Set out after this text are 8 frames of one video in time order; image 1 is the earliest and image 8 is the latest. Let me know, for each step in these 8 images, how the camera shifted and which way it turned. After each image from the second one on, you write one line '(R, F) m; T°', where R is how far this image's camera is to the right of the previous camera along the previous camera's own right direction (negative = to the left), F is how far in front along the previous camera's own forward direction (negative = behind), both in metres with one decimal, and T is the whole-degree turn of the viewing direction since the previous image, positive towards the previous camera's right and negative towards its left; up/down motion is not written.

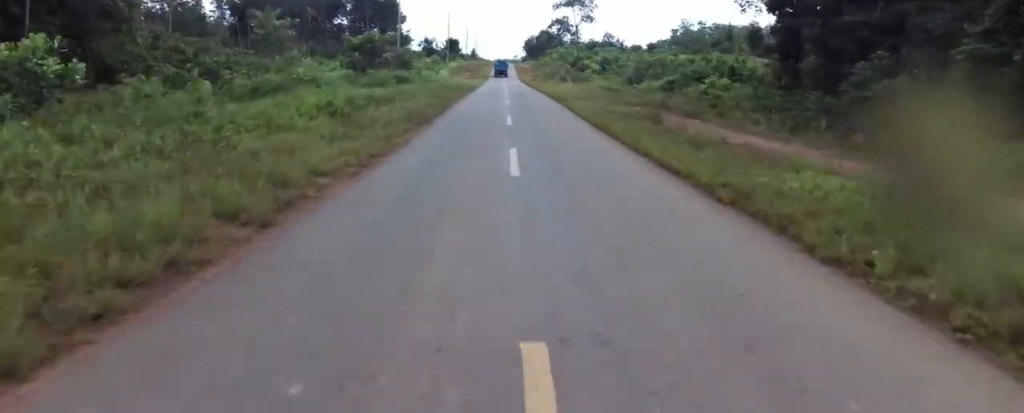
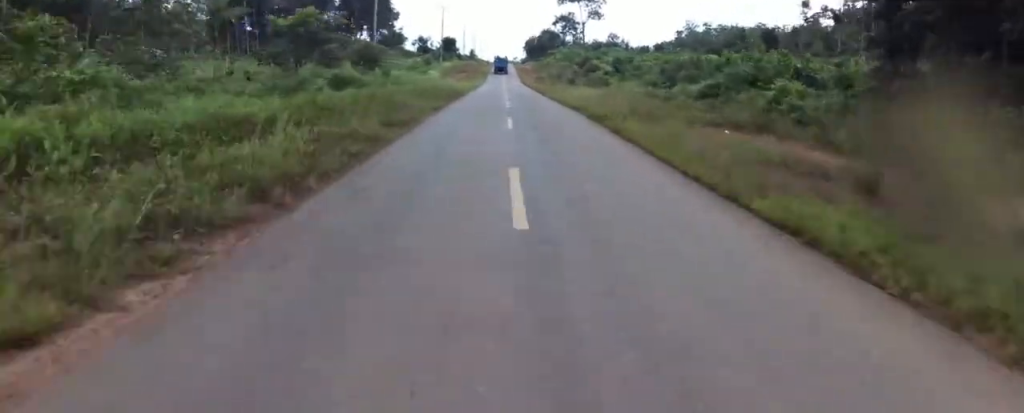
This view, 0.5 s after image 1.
(-0.6, +10.6) m; 0°
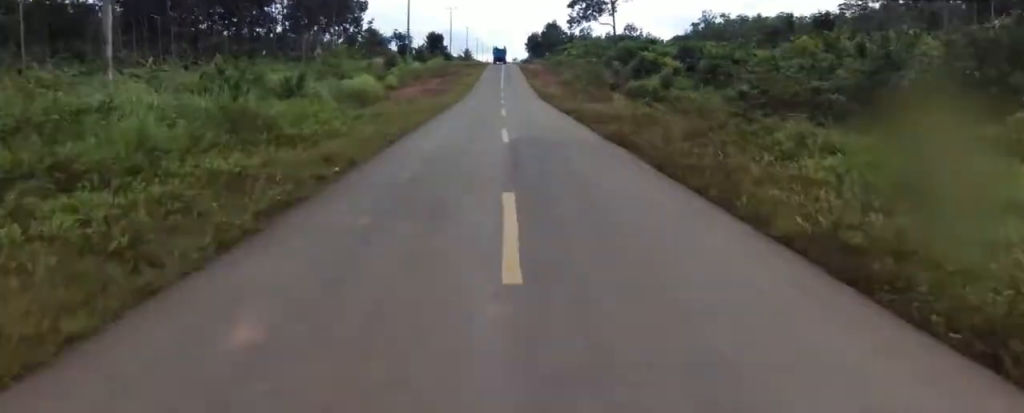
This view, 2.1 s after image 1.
(+0.5, +34.0) m; 0°
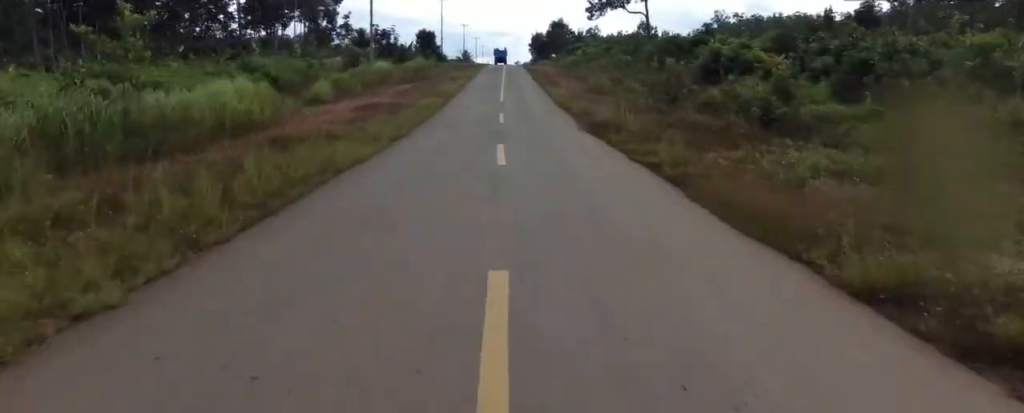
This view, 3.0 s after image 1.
(-0.1, +19.6) m; +2°
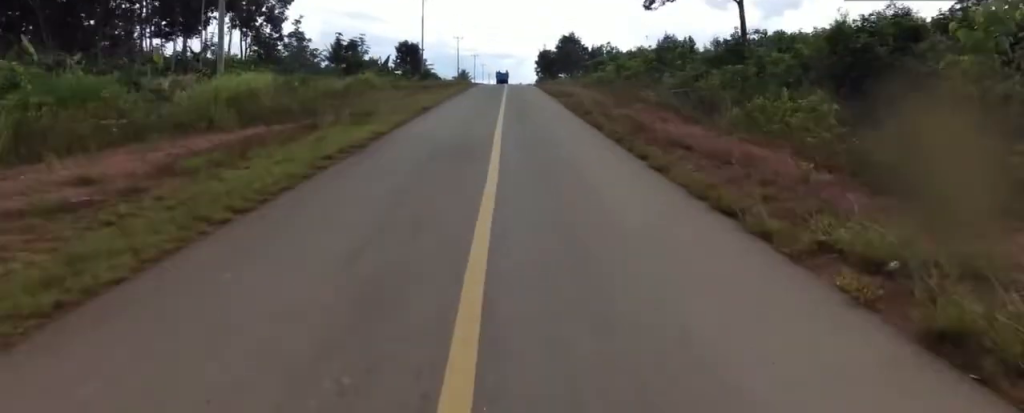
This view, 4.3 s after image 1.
(+0.9, +25.2) m; +1°
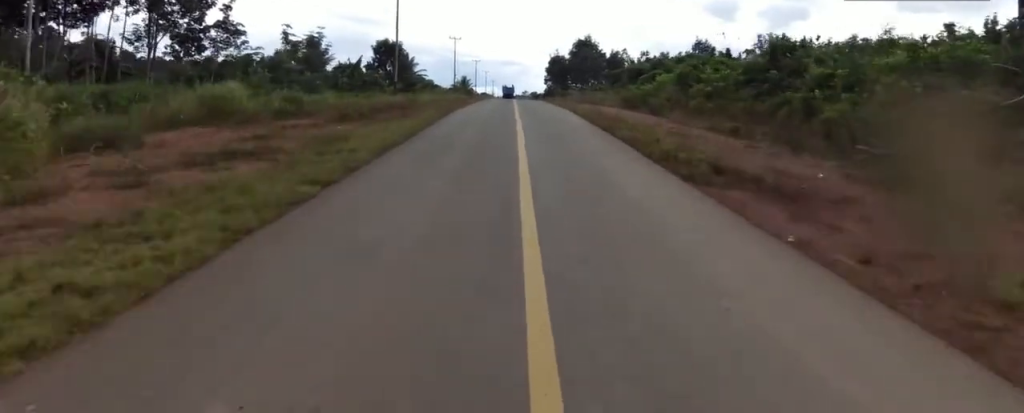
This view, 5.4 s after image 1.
(-0.6, +21.8) m; -2°
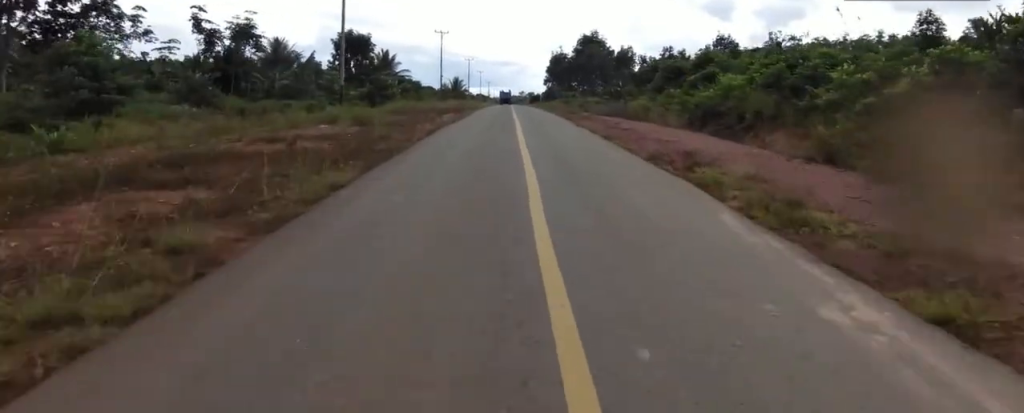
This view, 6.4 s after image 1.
(-0.1, +16.9) m; +1°
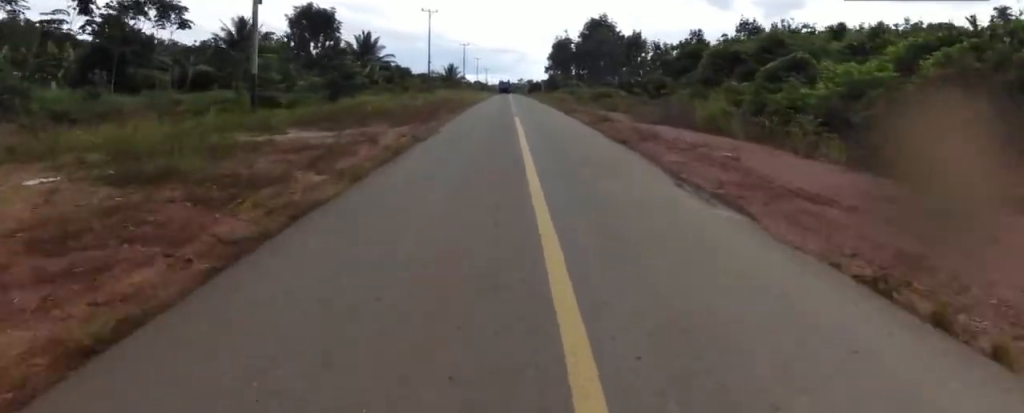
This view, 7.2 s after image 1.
(+0.3, +12.6) m; 0°
